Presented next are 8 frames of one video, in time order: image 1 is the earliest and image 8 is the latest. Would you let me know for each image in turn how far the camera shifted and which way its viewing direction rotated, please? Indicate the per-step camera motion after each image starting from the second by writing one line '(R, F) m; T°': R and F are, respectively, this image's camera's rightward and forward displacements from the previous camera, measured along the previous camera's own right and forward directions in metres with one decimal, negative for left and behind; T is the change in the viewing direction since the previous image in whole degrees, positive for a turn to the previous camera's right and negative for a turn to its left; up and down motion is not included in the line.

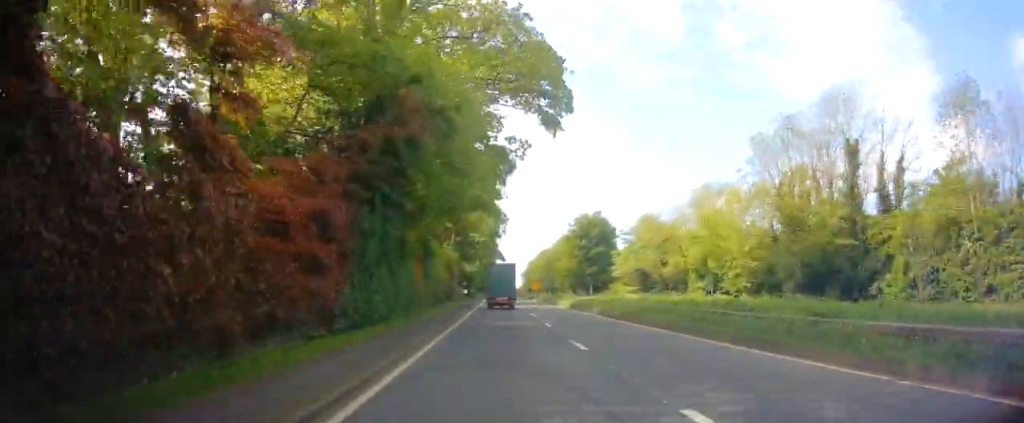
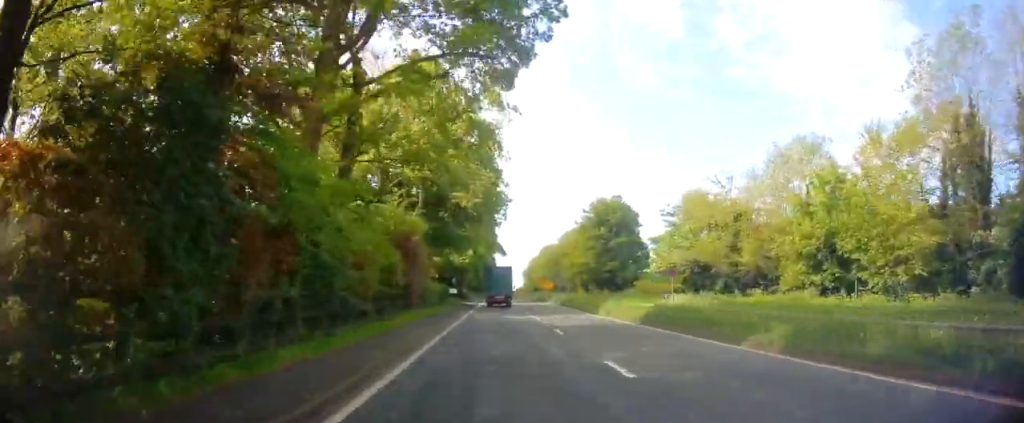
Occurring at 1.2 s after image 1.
(+0.4, +21.7) m; 0°
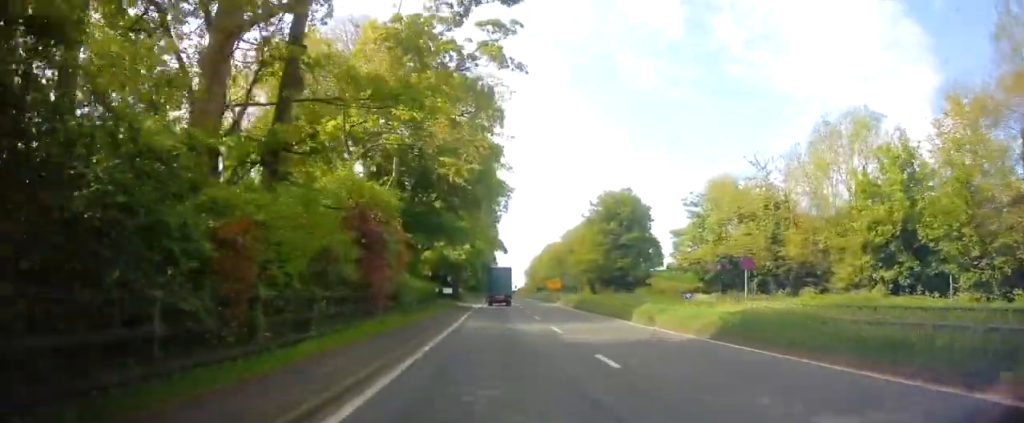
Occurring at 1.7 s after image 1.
(-0.1, +7.6) m; 0°
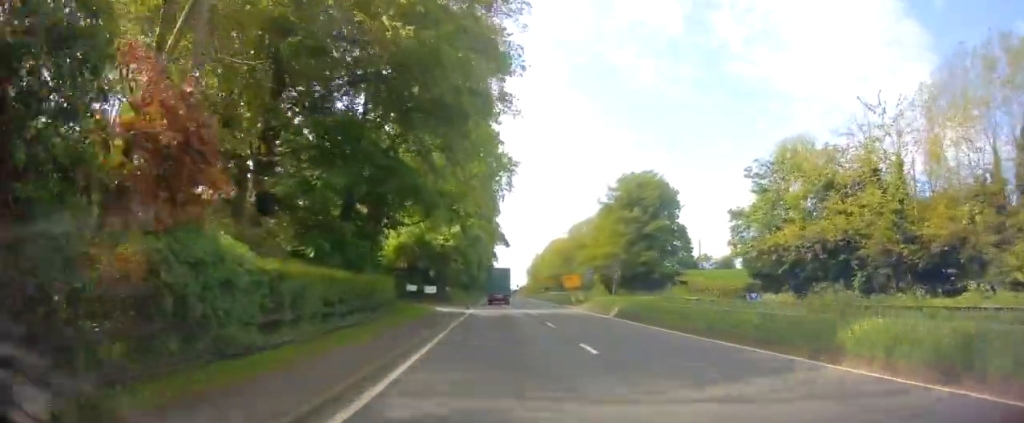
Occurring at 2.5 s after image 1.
(-0.1, +15.3) m; -1°
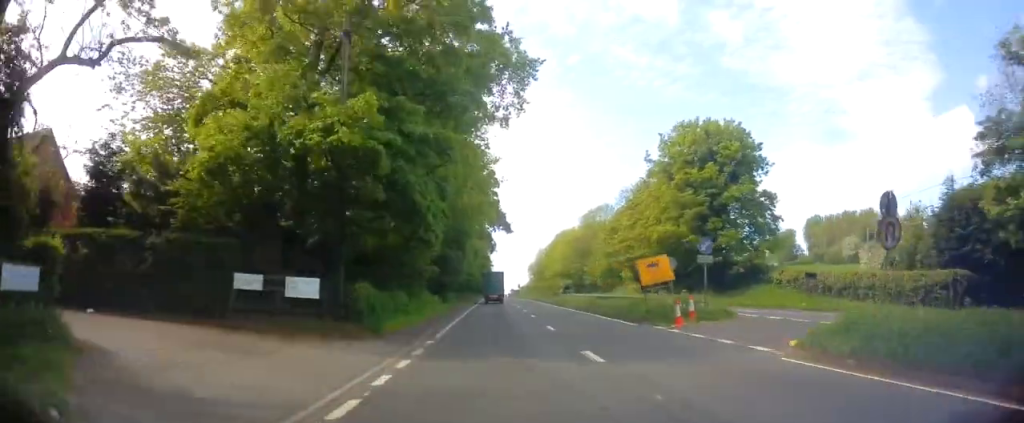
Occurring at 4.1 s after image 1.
(-0.3, +26.7) m; -2°
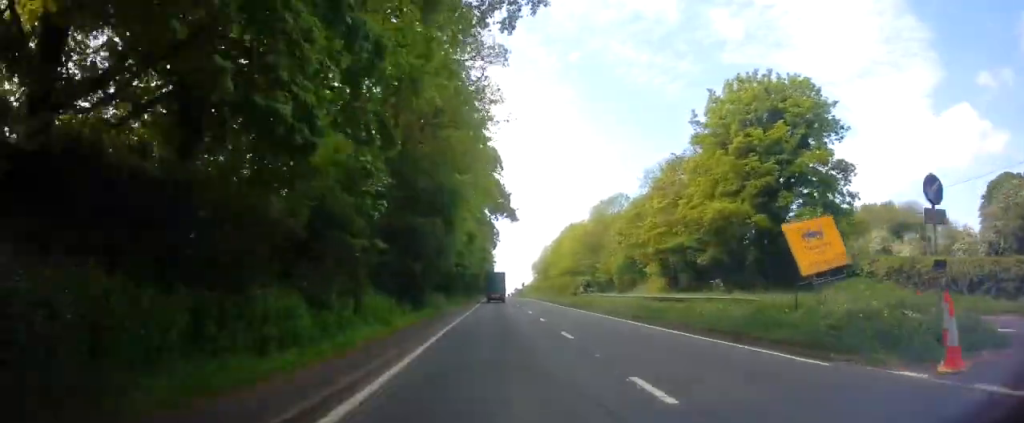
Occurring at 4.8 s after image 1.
(-0.1, +12.4) m; 0°
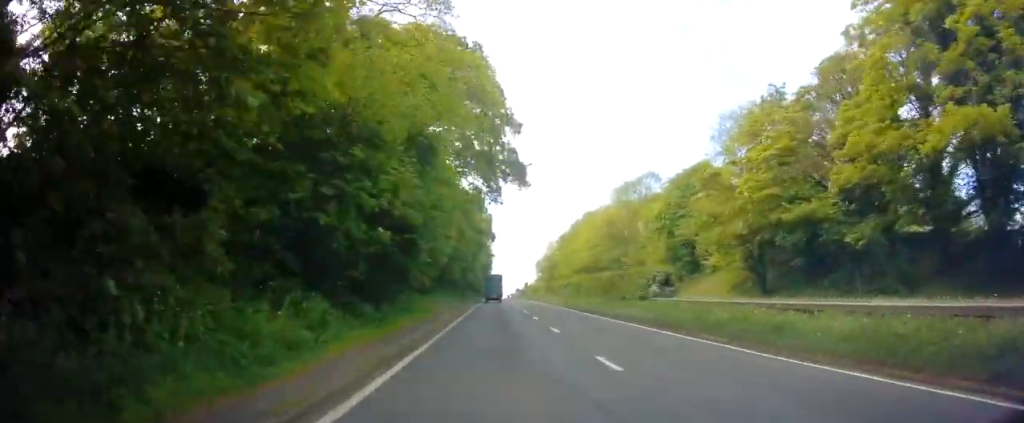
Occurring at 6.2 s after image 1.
(+0.3, +23.1) m; +1°
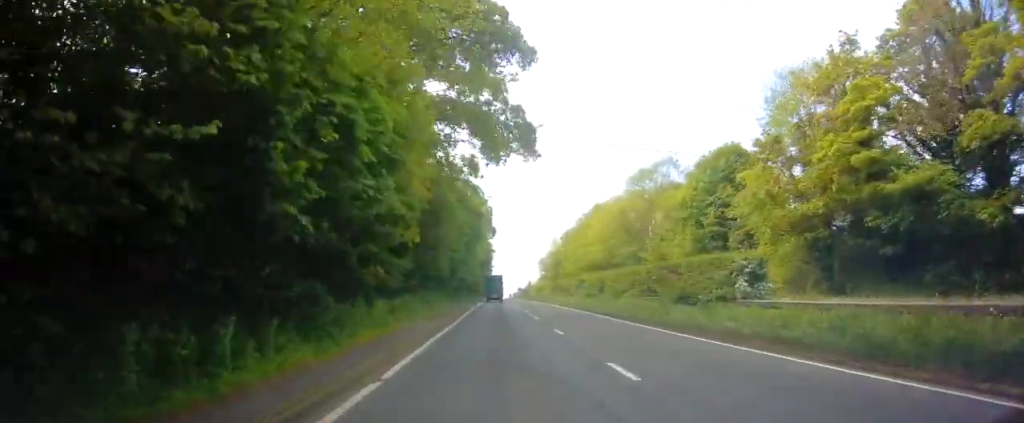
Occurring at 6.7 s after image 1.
(+0.1, +9.7) m; 0°
